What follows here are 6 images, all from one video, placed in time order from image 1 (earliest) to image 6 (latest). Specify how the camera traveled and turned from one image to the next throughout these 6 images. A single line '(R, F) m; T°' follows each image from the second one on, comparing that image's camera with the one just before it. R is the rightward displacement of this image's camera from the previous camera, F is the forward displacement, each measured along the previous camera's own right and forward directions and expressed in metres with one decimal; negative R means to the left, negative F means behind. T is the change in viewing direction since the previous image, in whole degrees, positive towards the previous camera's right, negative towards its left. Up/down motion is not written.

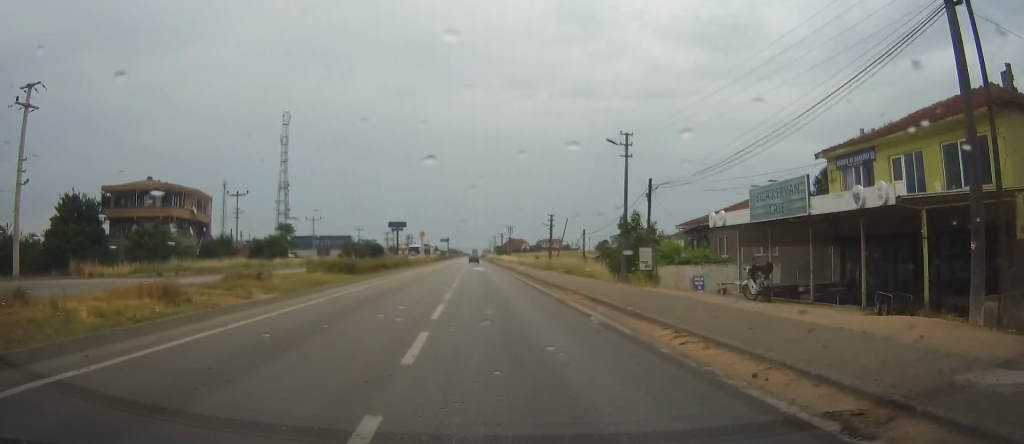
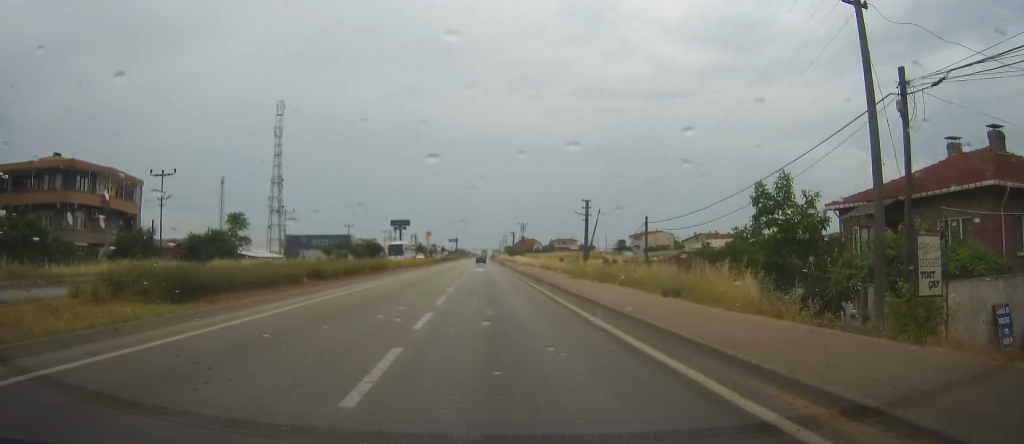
(-0.4, +20.0) m; 0°
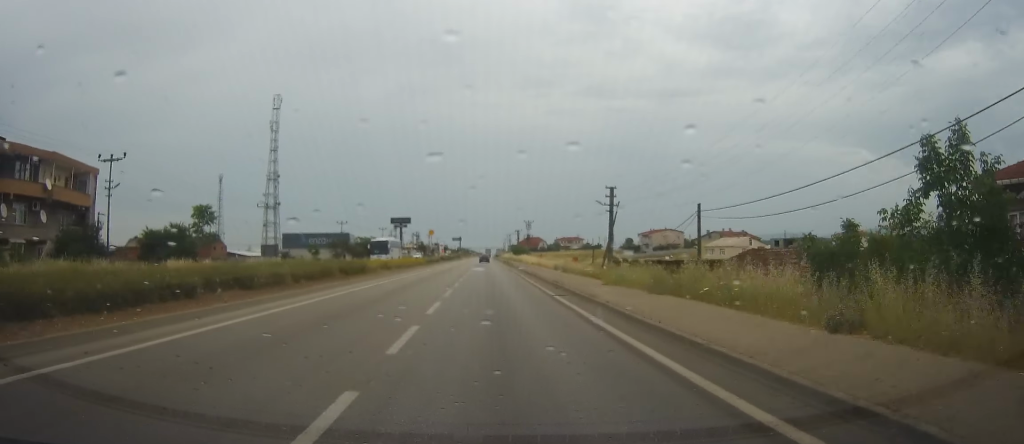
(-0.1, +8.4) m; 0°
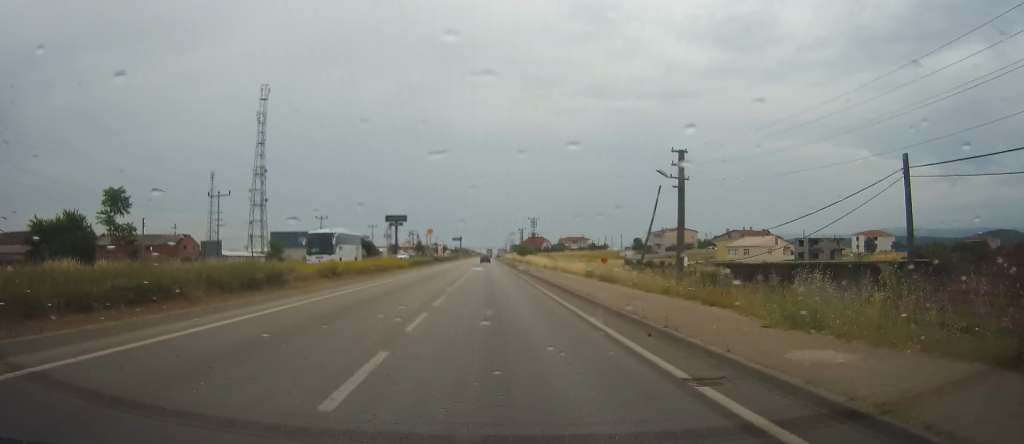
(+0.3, +15.5) m; +1°
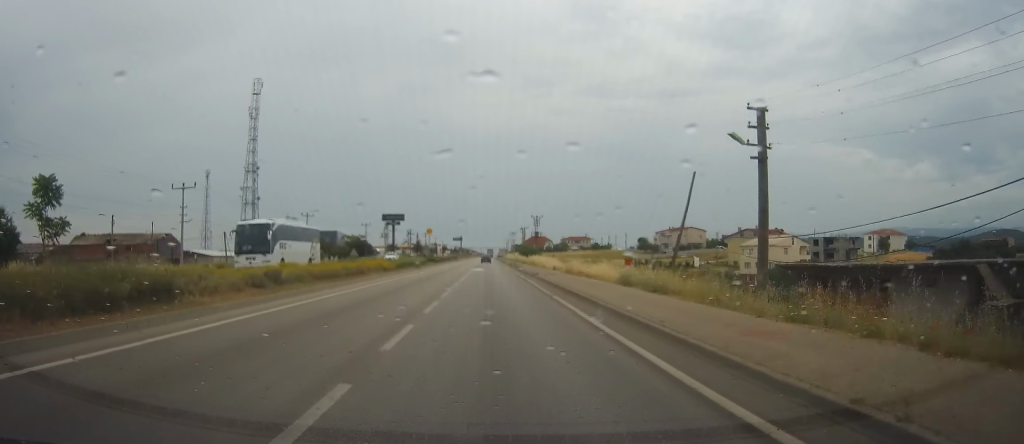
(0.0, +8.6) m; 0°
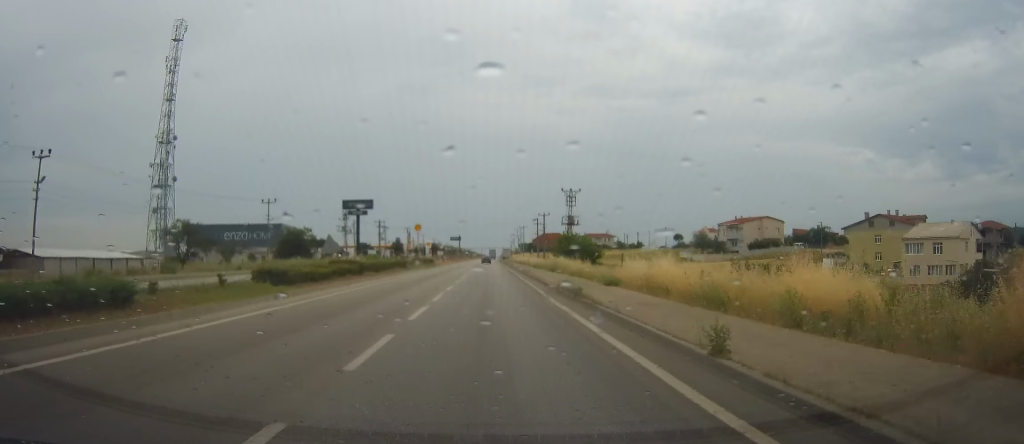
(-1.7, +63.7) m; -2°
